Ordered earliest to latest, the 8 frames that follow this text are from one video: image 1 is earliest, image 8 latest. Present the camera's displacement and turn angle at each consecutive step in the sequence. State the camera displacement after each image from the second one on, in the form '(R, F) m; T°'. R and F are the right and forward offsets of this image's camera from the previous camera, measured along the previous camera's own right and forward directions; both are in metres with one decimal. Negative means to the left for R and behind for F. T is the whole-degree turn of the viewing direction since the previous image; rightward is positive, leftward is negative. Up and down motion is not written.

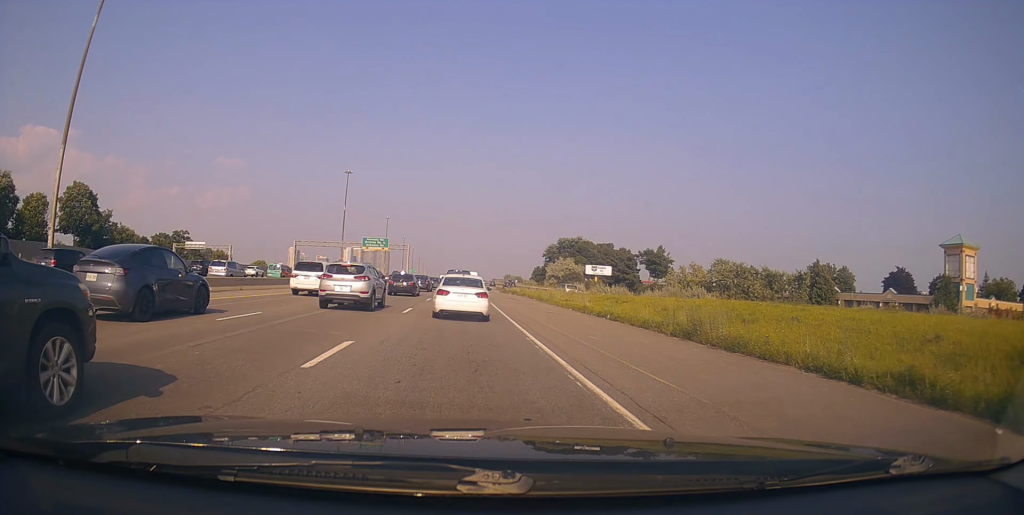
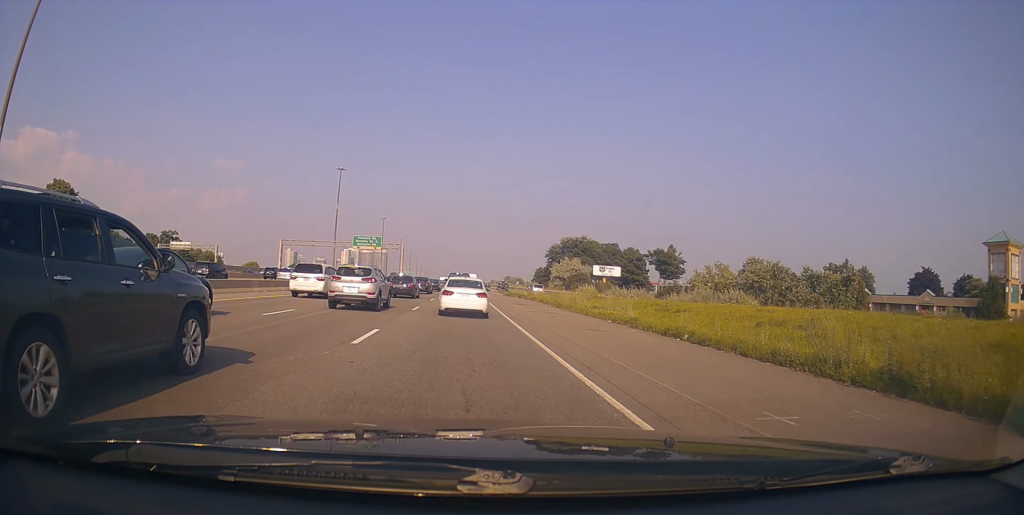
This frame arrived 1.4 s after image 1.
(0.0, +8.7) m; -3°
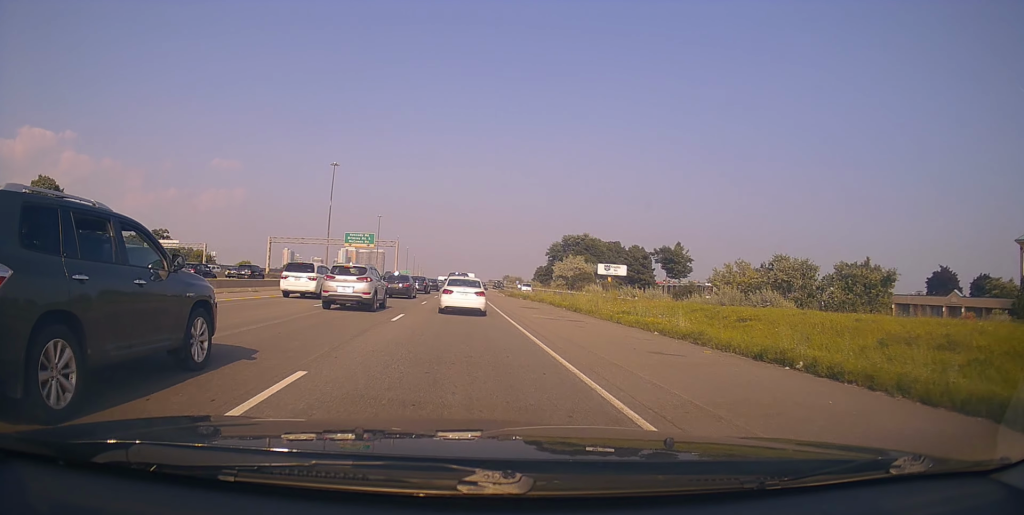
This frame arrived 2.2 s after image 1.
(-0.1, +5.7) m; -2°
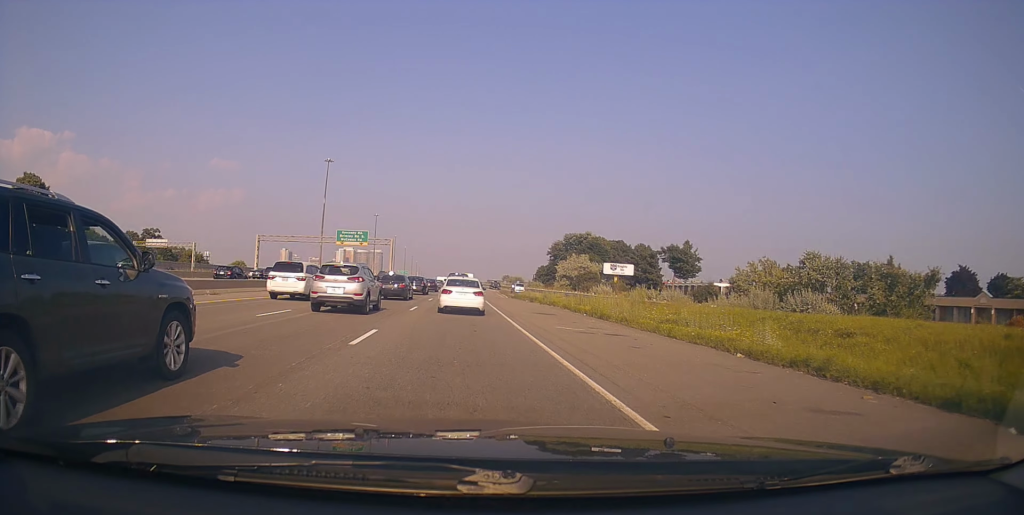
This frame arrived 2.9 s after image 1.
(0.0, +5.6) m; +1°
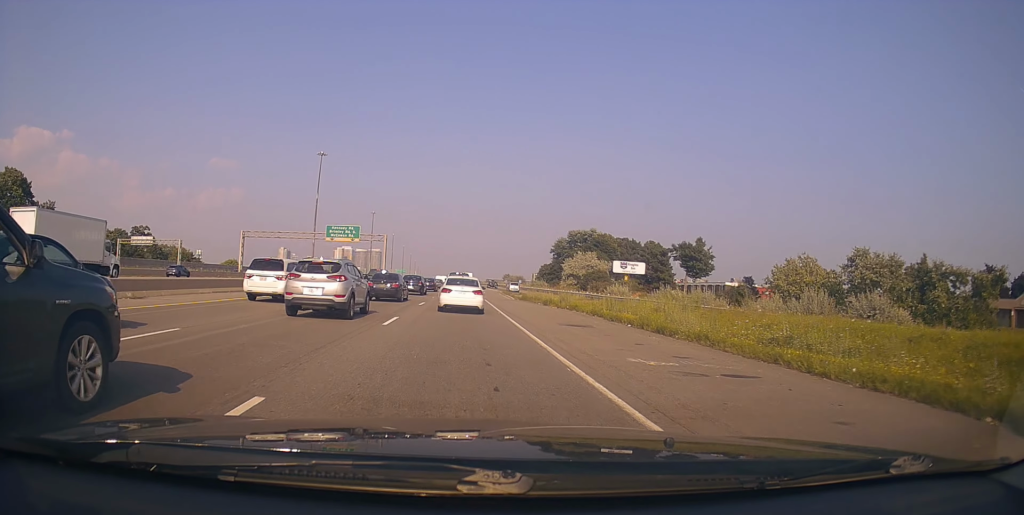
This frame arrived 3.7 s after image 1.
(-0.1, +7.3) m; +5°
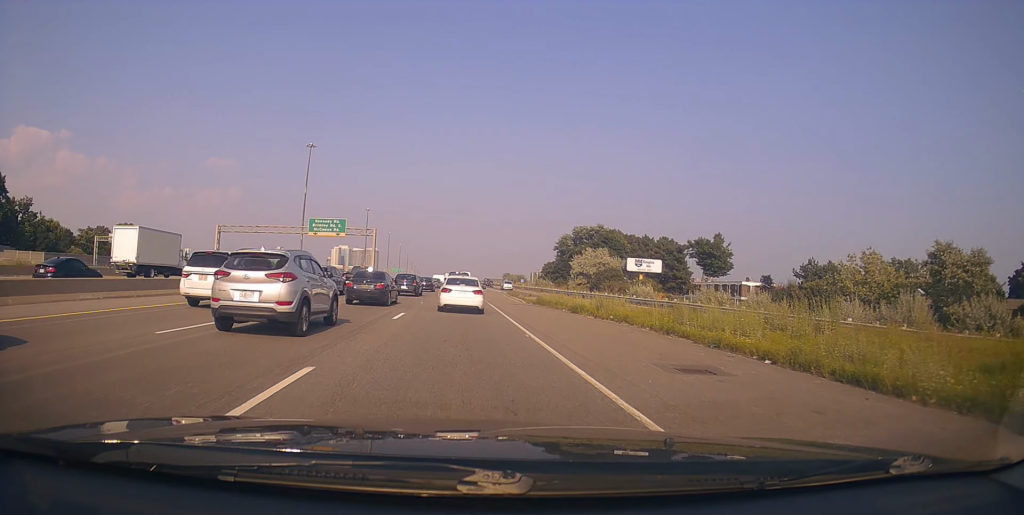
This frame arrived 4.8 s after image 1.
(+0.9, +9.7) m; 0°
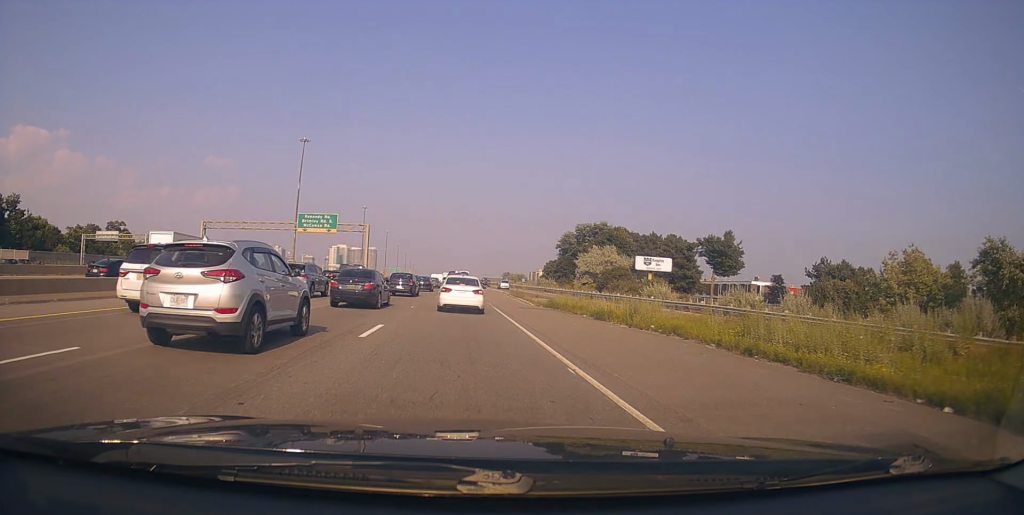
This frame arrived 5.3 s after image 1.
(-0.5, +5.3) m; -1°
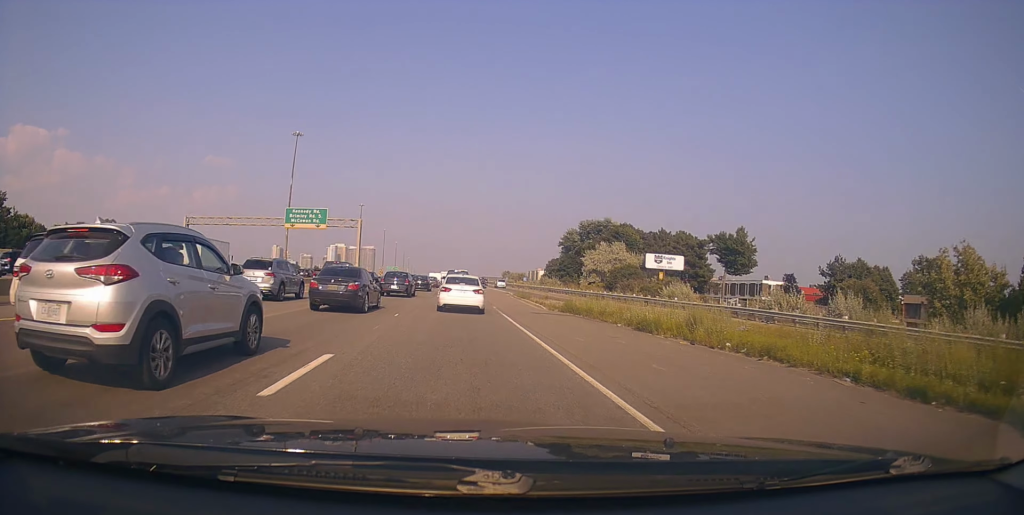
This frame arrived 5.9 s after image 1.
(-0.2, +5.7) m; 0°
